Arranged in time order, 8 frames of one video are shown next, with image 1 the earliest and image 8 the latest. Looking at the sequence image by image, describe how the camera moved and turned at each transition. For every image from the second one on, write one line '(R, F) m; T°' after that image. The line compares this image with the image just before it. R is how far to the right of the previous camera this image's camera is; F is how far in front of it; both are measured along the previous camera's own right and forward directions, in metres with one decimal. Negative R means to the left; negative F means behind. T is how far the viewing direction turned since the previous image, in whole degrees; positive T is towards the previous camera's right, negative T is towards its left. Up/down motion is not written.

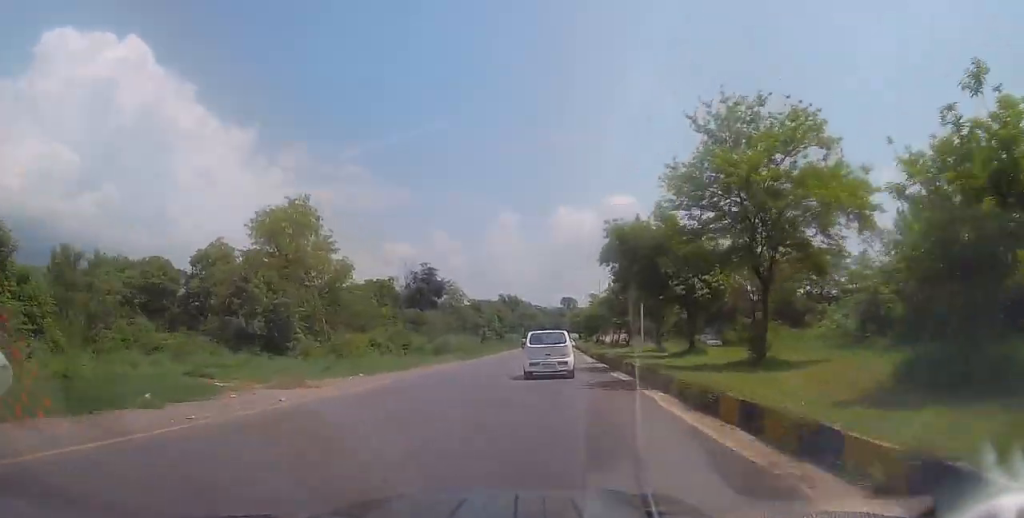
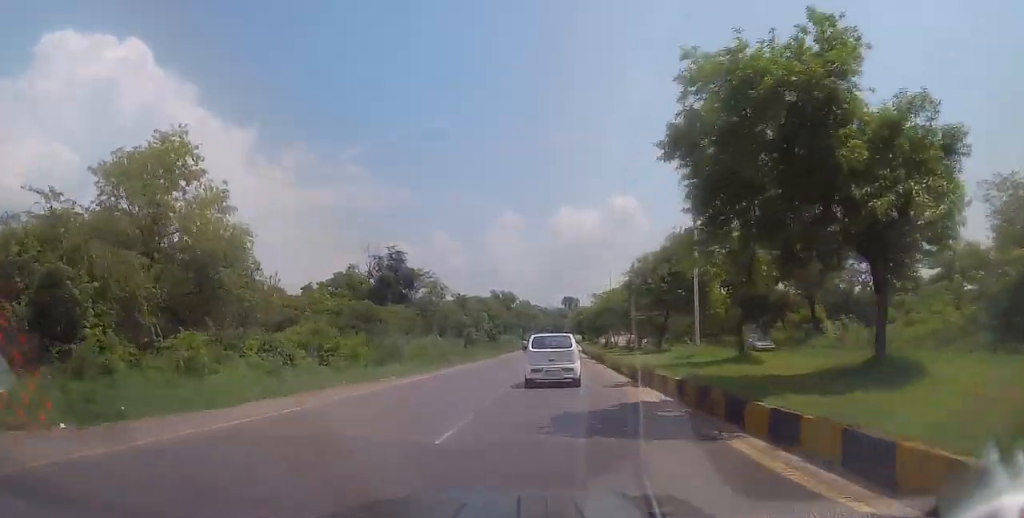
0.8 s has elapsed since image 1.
(-0.1, +14.6) m; 0°
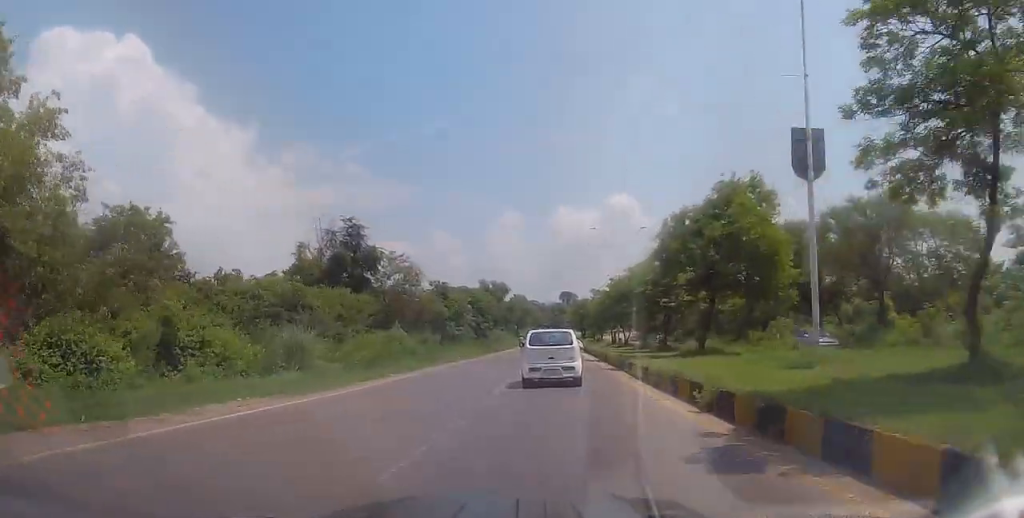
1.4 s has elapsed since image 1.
(-0.1, +11.3) m; 0°
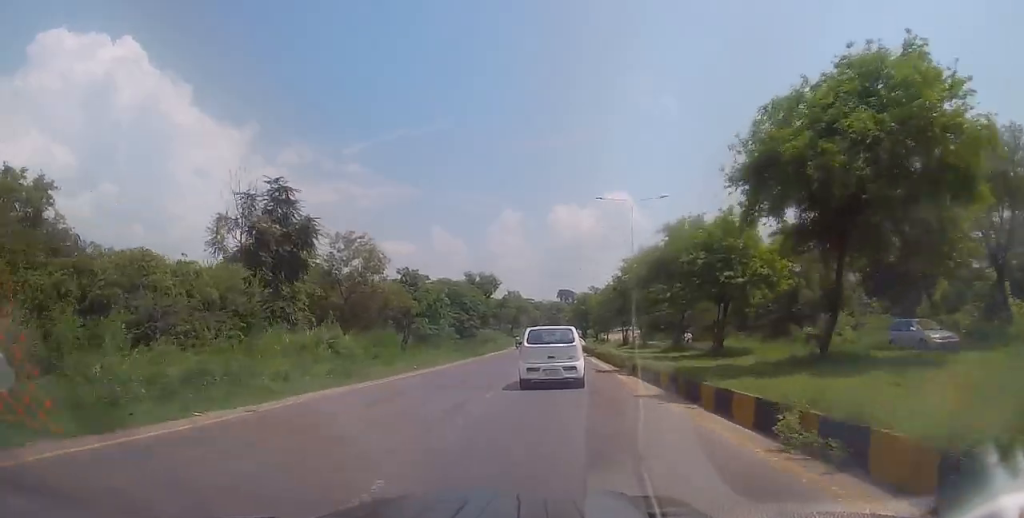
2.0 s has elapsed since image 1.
(0.0, +11.7) m; 0°
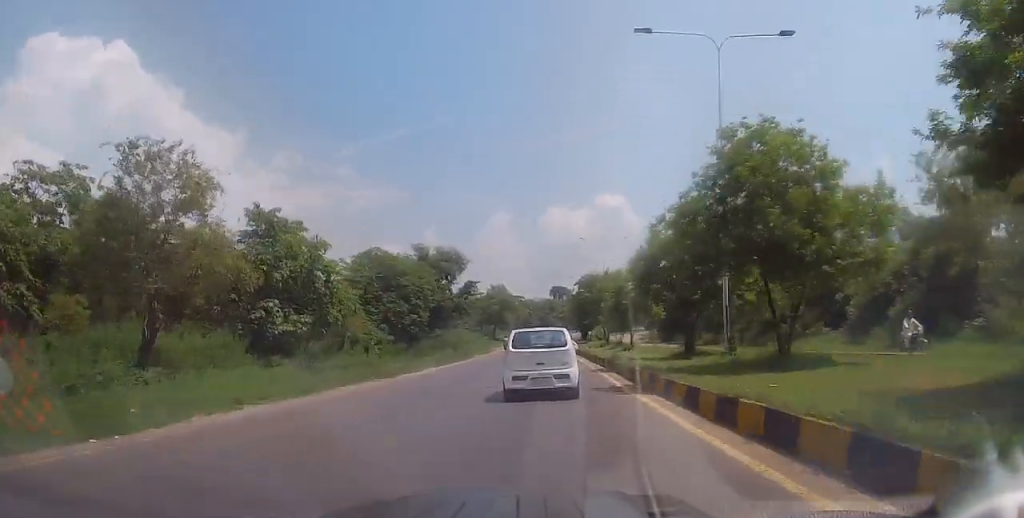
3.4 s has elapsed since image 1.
(+0.1, +24.6) m; +1°
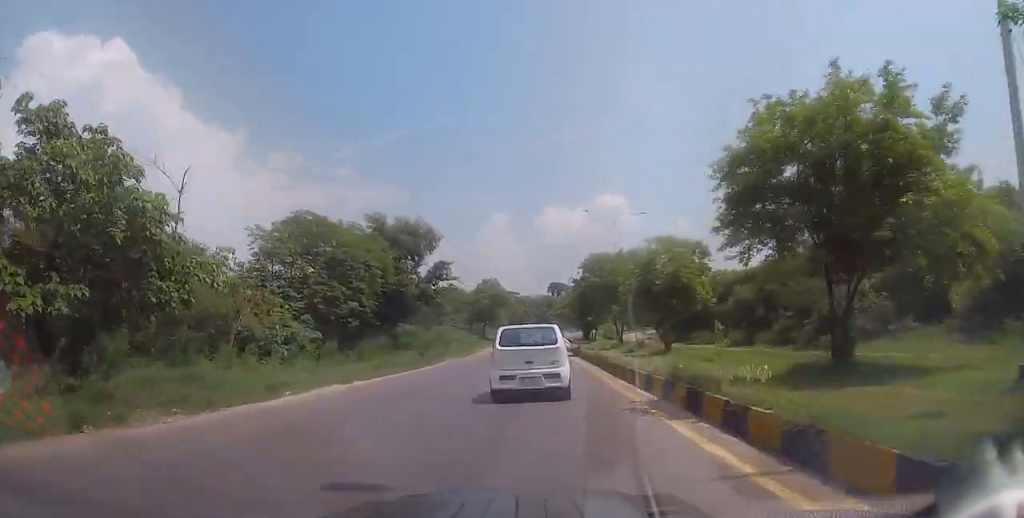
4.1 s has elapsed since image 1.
(+0.2, +12.7) m; 0°
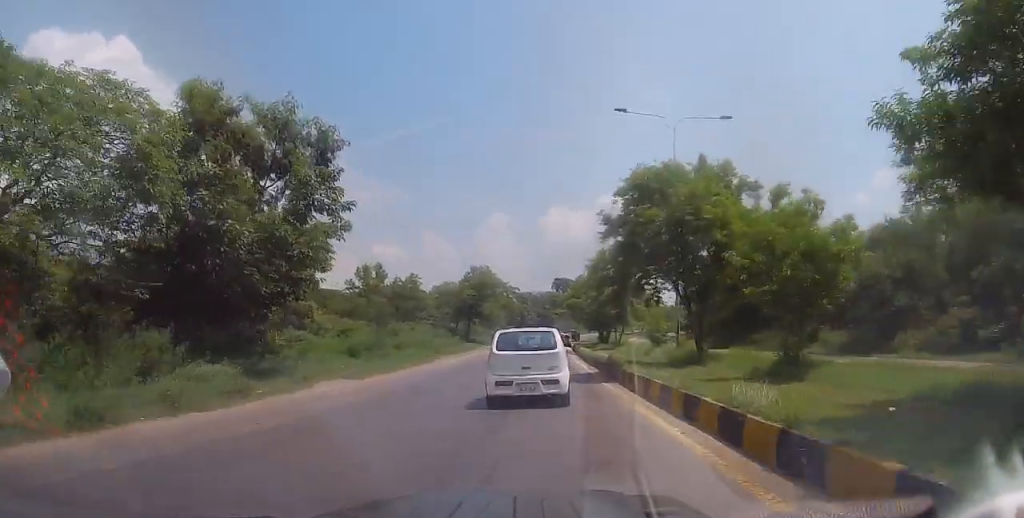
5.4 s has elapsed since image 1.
(-0.3, +21.8) m; -1°
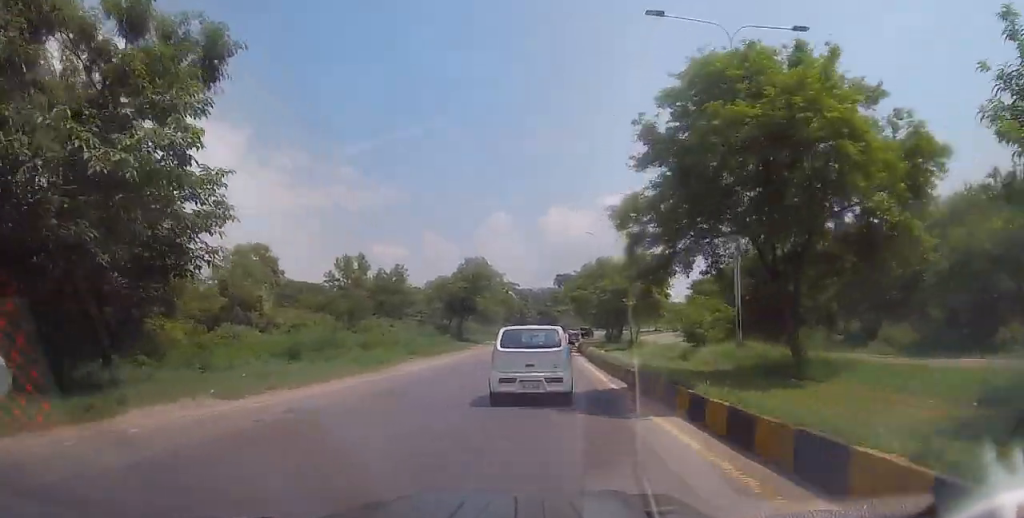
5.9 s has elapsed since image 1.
(0.0, +8.3) m; 0°
